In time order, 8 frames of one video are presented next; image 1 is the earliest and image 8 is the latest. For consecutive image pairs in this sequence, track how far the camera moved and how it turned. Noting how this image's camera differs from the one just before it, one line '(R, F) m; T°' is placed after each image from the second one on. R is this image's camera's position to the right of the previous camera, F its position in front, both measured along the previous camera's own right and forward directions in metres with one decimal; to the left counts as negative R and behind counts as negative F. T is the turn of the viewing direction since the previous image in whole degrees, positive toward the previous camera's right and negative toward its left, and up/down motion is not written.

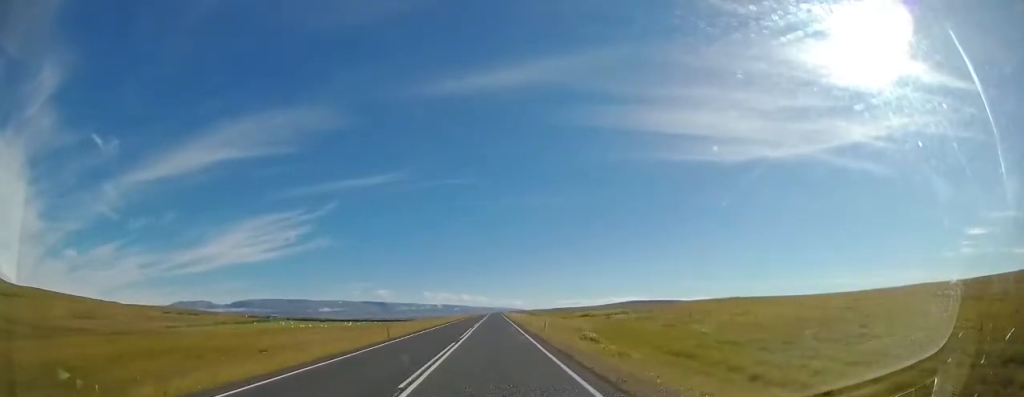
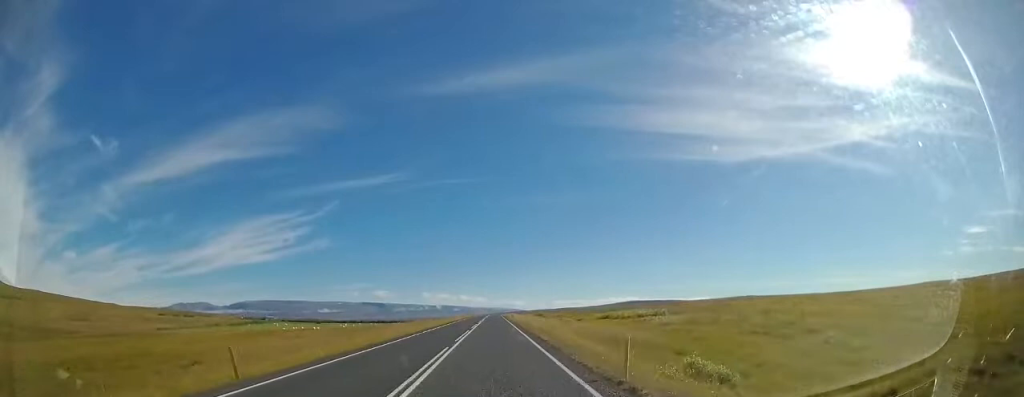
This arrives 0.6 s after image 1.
(+0.1, +13.6) m; 0°
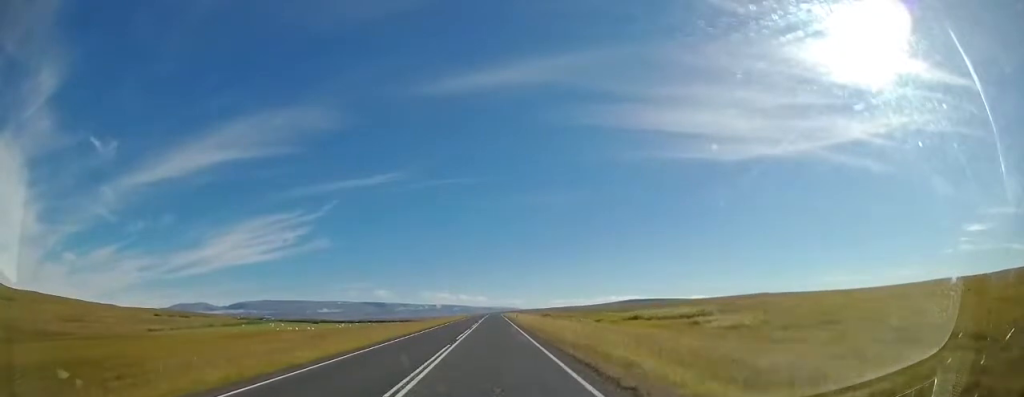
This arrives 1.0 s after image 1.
(+0.2, +11.1) m; 0°
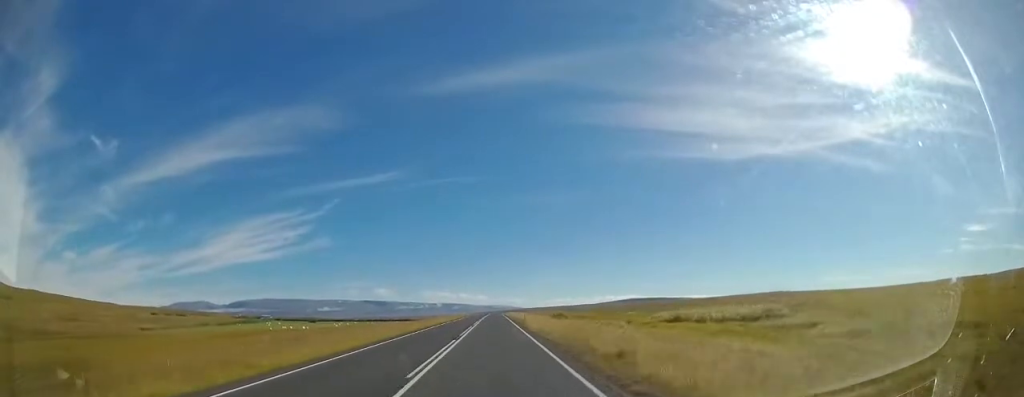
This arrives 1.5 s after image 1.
(0.0, +10.3) m; 0°
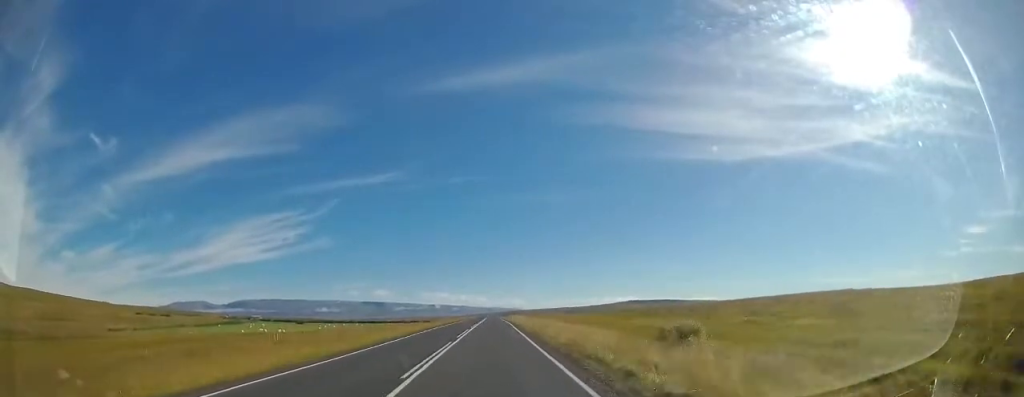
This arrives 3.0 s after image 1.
(-0.5, +35.8) m; -1°
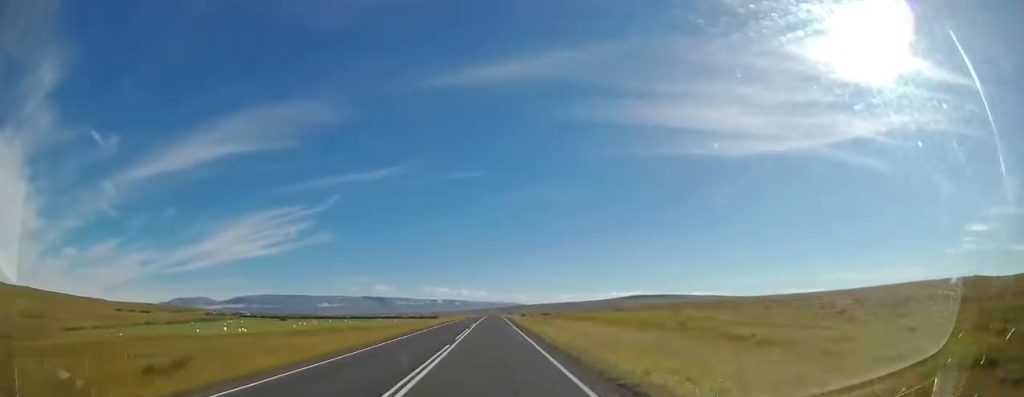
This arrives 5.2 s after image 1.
(+0.1, +49.8) m; 0°
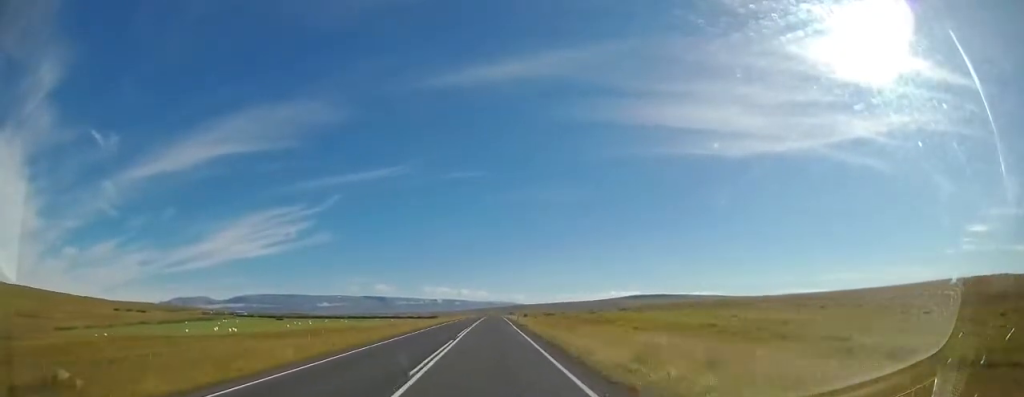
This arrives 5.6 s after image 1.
(0.0, +9.9) m; 0°
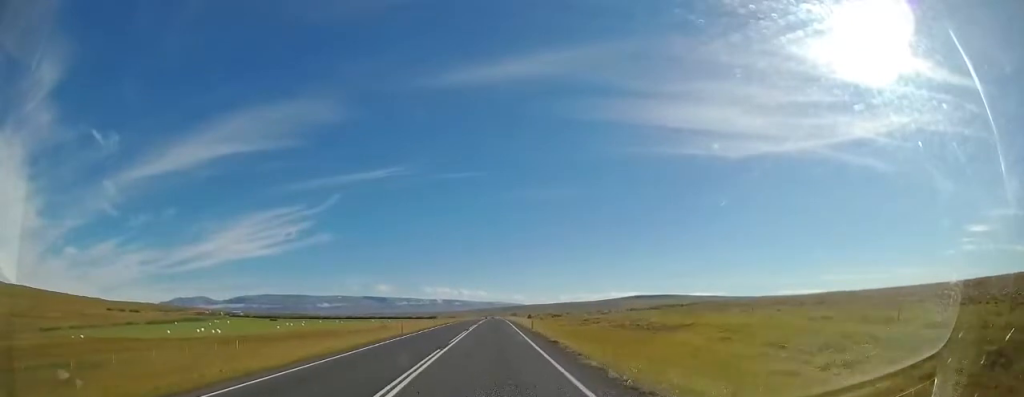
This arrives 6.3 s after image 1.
(0.0, +16.0) m; 0°
